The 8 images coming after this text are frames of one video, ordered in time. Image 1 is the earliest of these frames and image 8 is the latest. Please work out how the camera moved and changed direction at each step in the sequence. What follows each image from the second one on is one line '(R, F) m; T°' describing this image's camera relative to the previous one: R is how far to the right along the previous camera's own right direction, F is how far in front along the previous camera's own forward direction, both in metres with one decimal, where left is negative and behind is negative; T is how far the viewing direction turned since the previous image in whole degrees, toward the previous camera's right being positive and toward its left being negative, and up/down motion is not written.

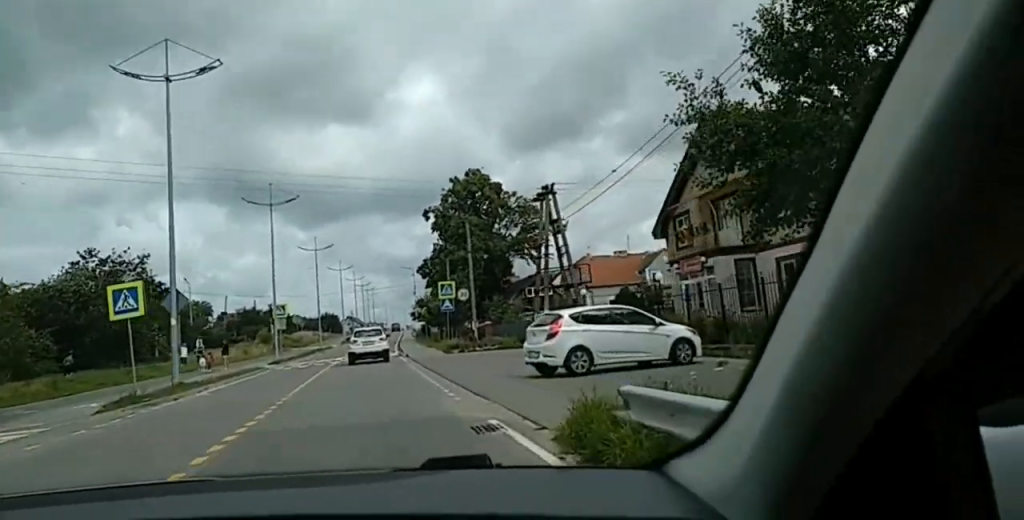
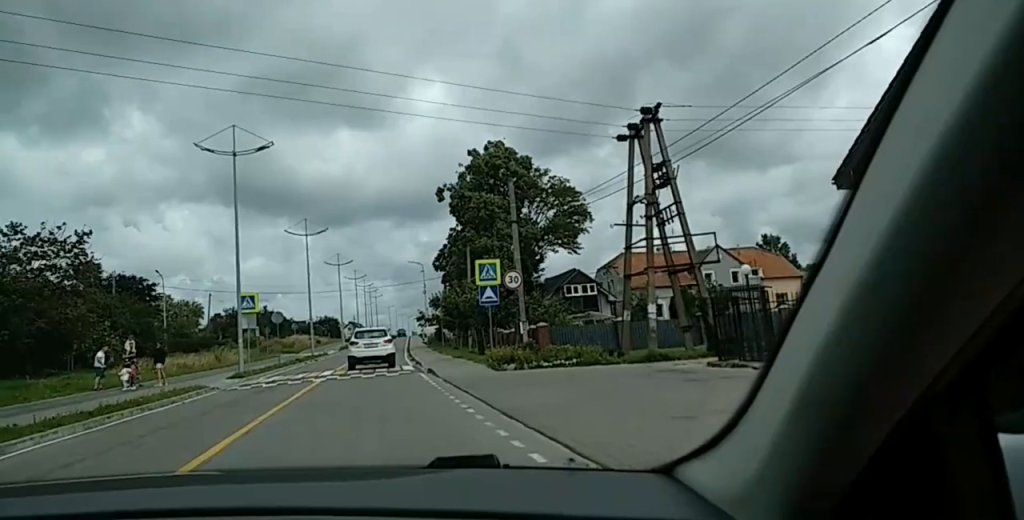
(-0.1, +14.6) m; +1°
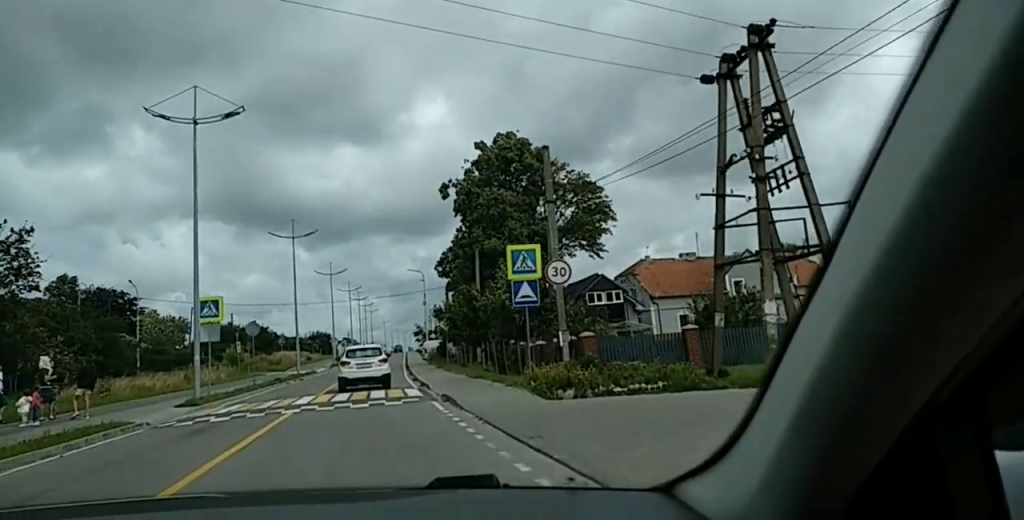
(+0.4, +8.0) m; +1°
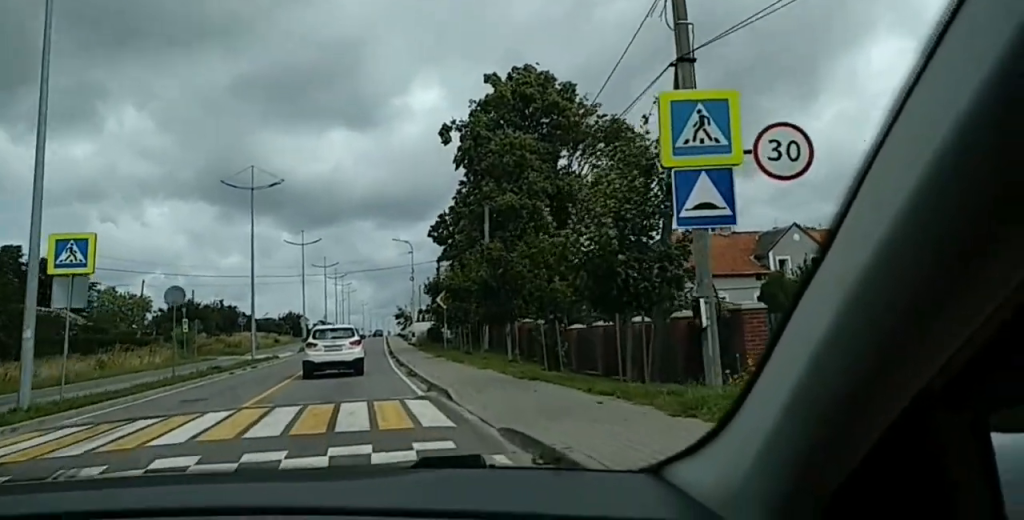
(-0.4, +12.4) m; -2°
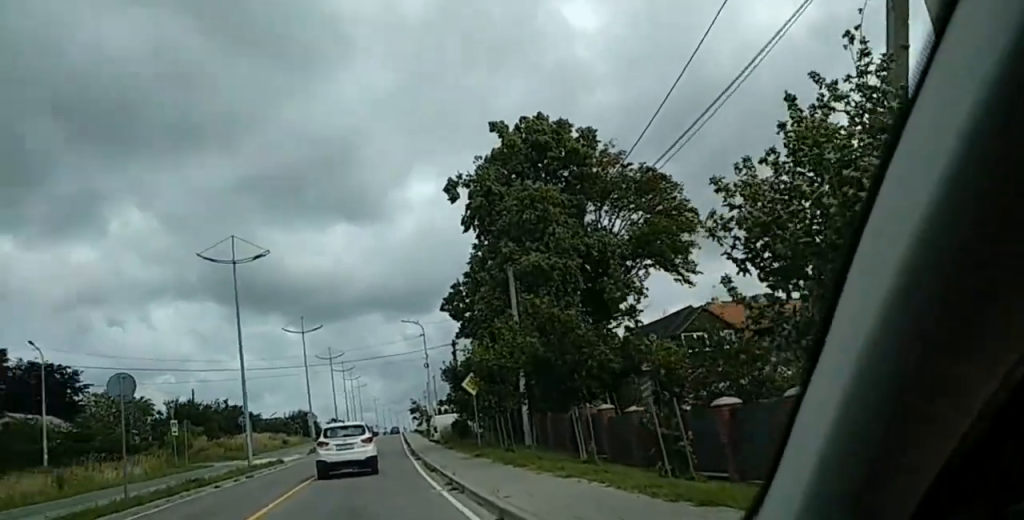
(0.0, +7.6) m; -2°
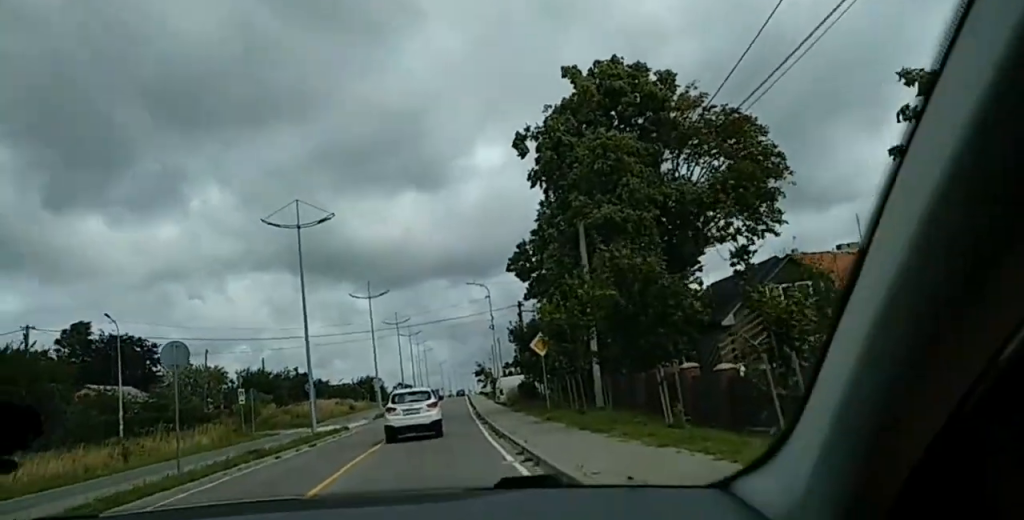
(+0.1, +2.5) m; -2°
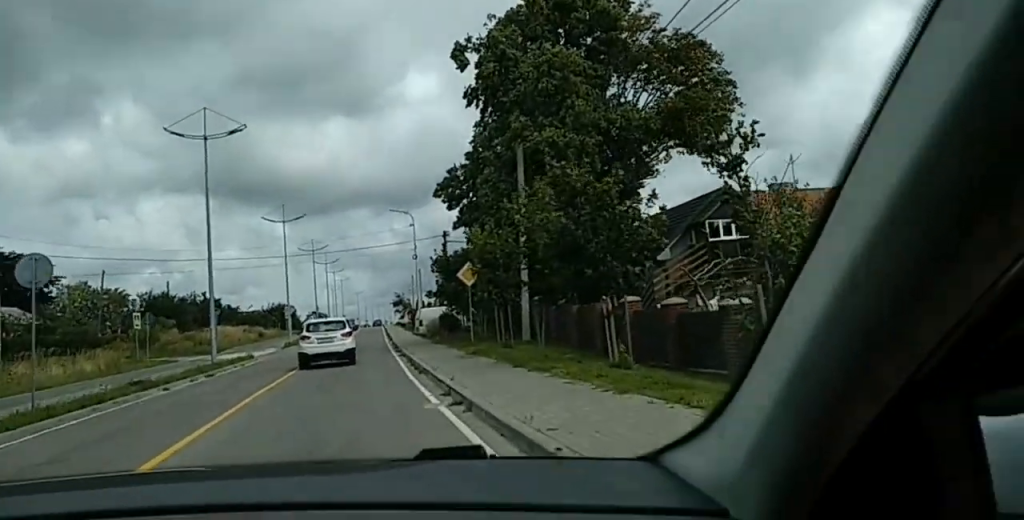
(-0.2, +2.6) m; -2°
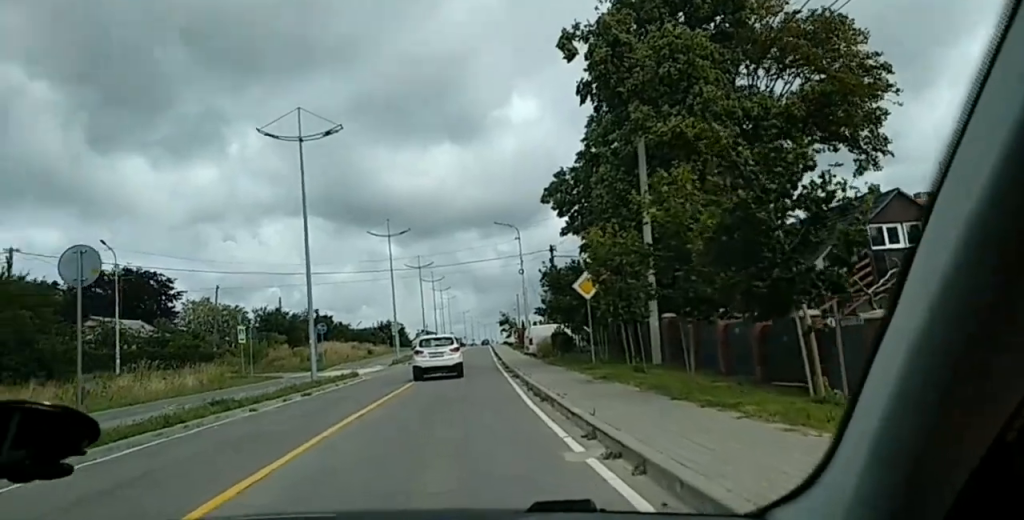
(-0.2, +4.4) m; -1°
